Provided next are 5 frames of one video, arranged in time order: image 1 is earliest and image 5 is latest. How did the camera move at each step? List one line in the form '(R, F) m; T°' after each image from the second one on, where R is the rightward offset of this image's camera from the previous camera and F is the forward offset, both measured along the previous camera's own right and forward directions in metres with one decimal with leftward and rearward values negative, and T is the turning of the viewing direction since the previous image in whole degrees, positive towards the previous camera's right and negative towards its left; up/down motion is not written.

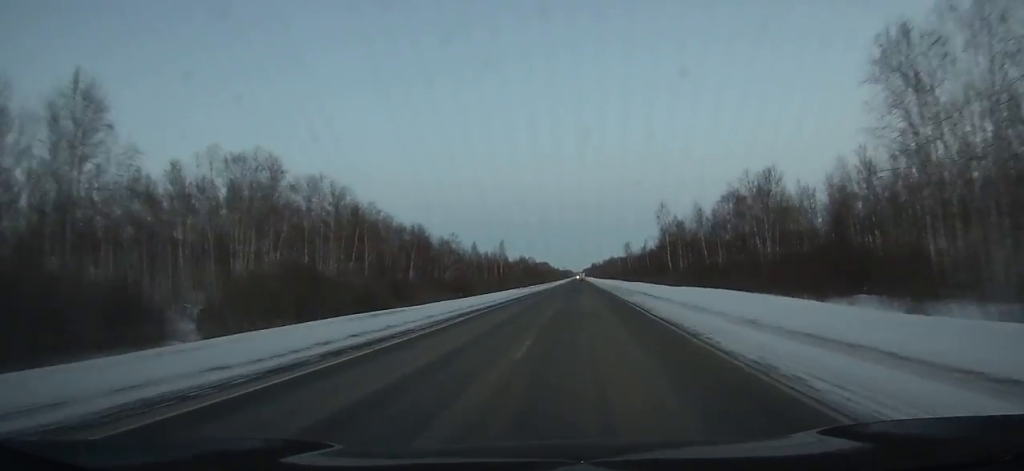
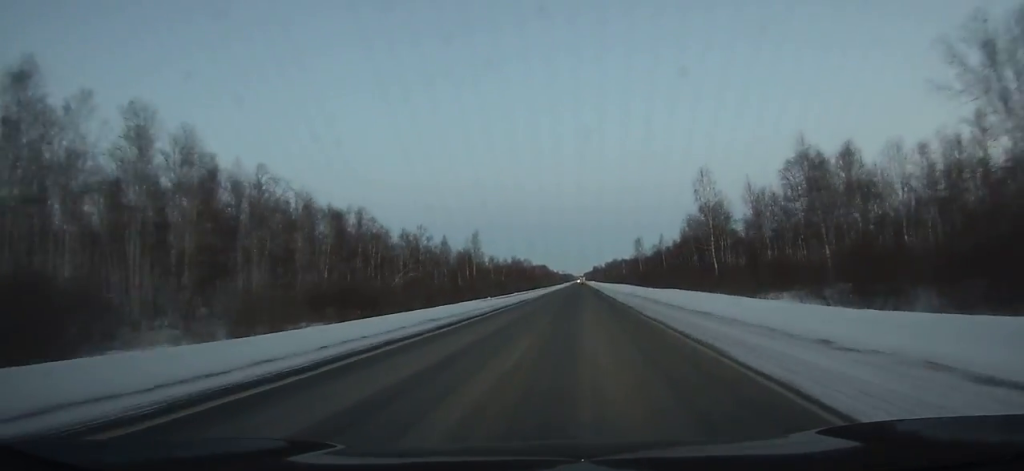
(+0.1, +37.6) m; 0°
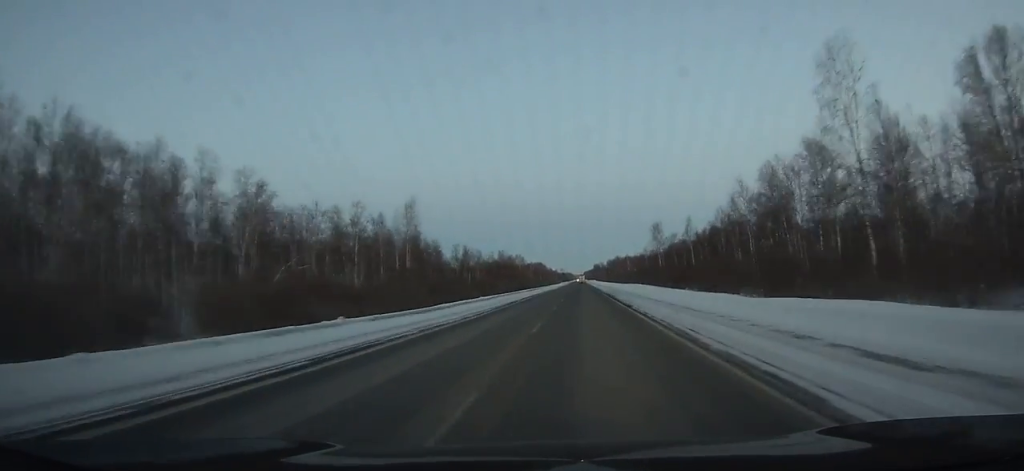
(-0.2, +43.1) m; 0°
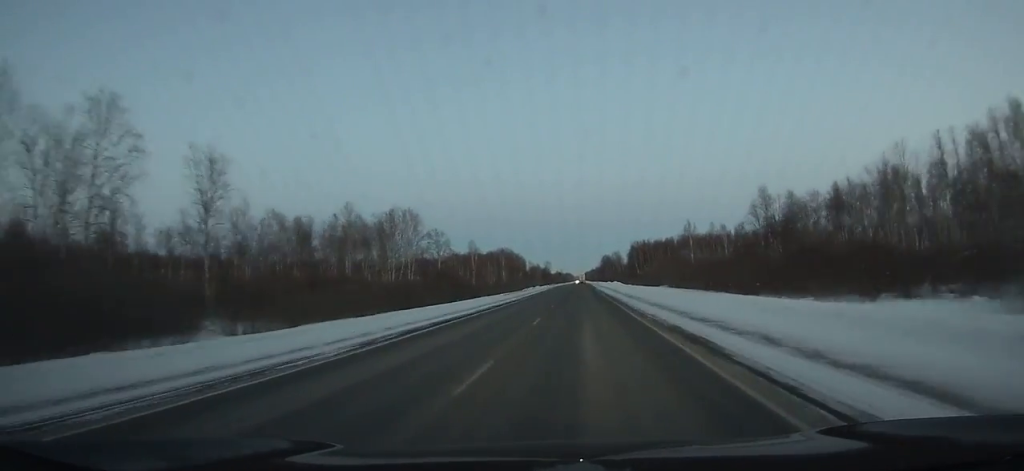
(0.0, +202.1) m; 0°
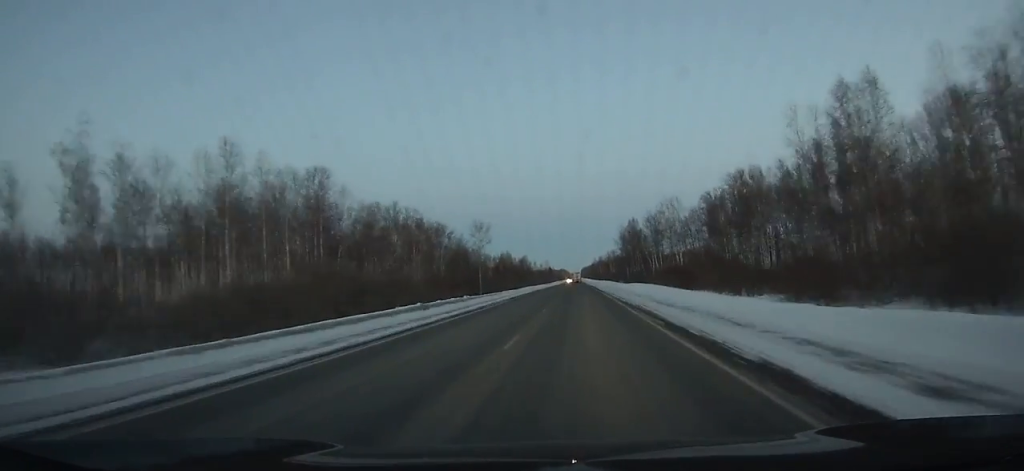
(+0.8, +176.0) m; +1°
